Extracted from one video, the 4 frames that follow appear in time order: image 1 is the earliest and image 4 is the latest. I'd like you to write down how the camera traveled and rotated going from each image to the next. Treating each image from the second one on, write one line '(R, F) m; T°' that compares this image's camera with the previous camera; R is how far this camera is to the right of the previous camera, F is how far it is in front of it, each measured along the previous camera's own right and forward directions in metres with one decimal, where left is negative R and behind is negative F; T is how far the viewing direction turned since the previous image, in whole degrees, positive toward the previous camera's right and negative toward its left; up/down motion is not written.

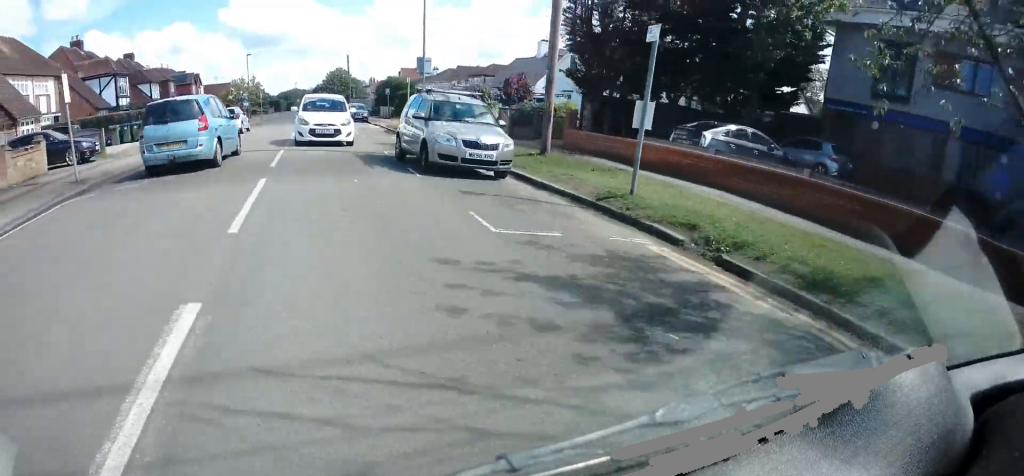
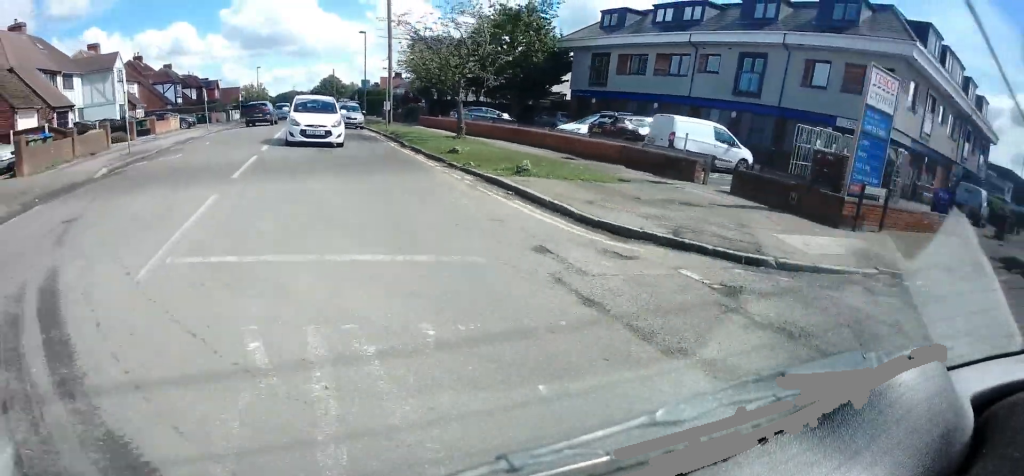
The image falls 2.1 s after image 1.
(+0.9, +22.9) m; +1°
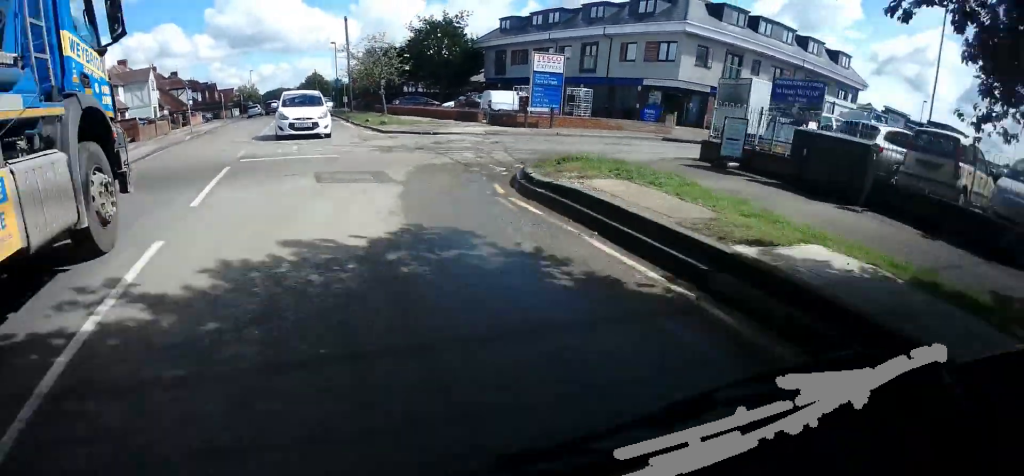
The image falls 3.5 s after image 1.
(0.0, +15.7) m; +1°
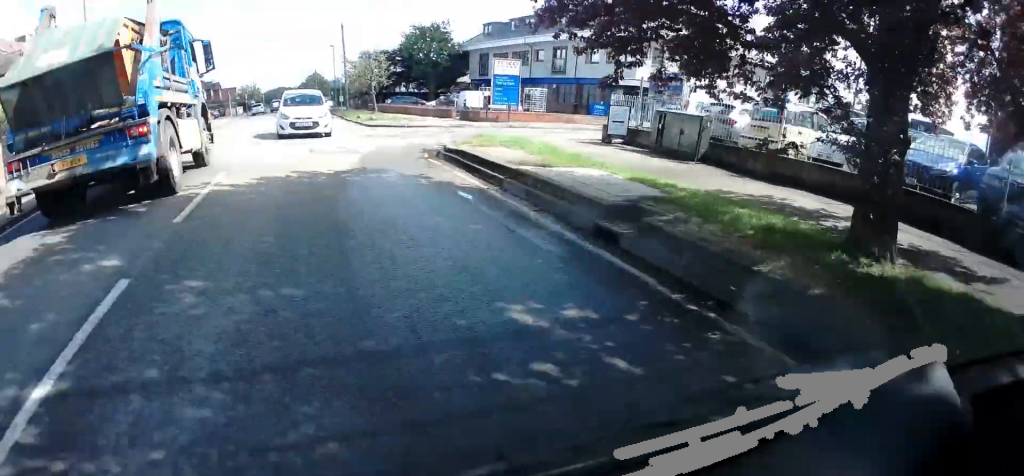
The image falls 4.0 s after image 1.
(-0.1, +4.9) m; +1°
